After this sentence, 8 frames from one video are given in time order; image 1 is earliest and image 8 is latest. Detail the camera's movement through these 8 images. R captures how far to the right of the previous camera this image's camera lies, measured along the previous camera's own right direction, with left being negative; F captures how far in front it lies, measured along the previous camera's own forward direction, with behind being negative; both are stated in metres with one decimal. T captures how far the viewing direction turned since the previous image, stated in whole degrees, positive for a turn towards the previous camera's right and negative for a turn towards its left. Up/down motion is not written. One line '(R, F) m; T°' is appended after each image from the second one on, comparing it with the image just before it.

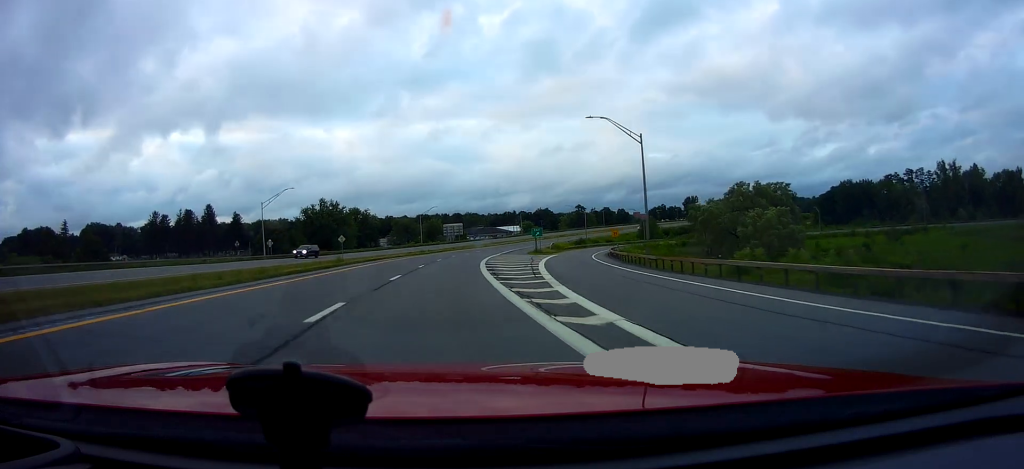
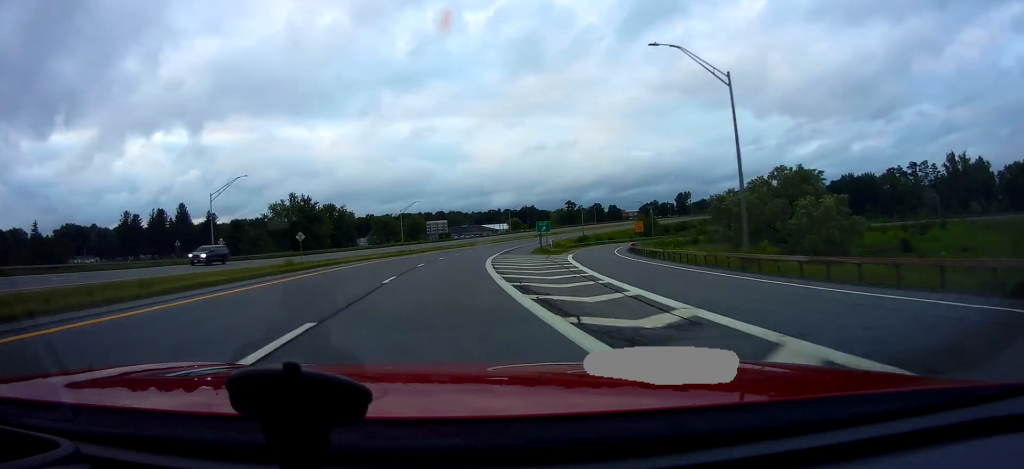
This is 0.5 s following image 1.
(+0.1, +15.2) m; +1°
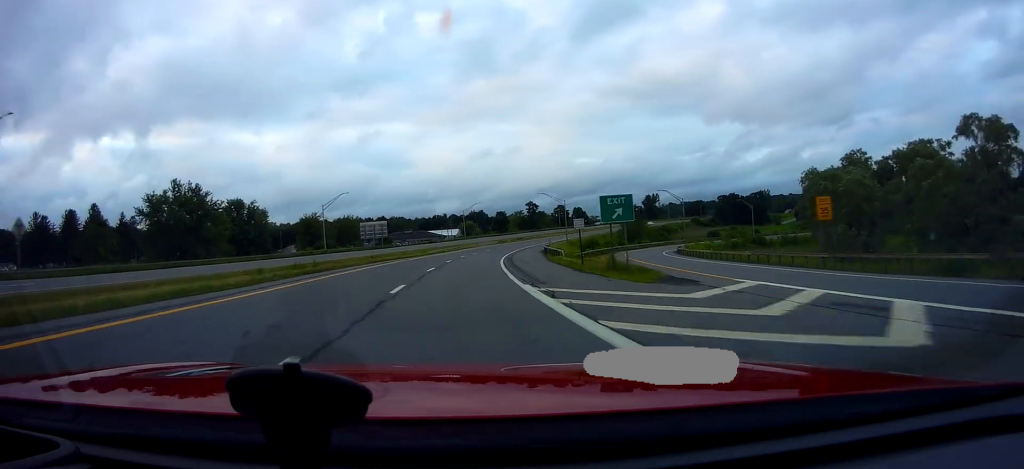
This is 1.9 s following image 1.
(+1.0, +39.0) m; +5°
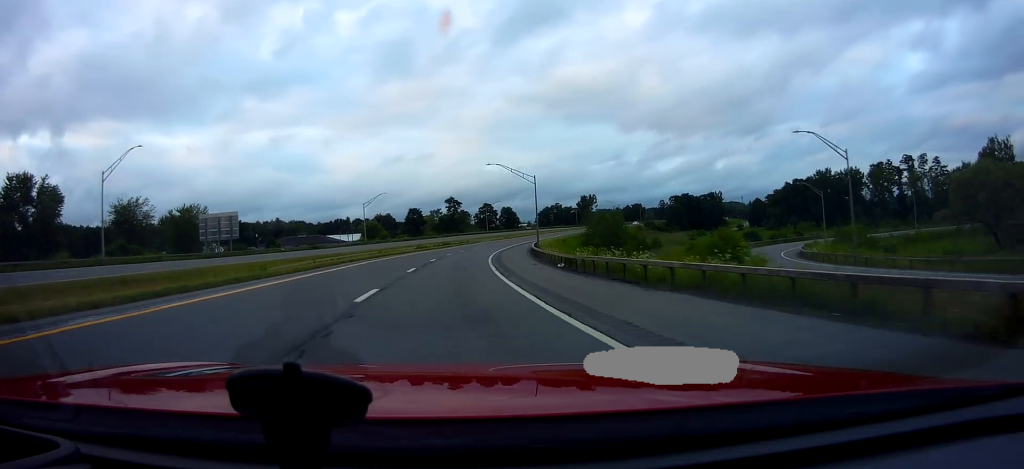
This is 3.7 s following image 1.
(+4.5, +50.9) m; +10°
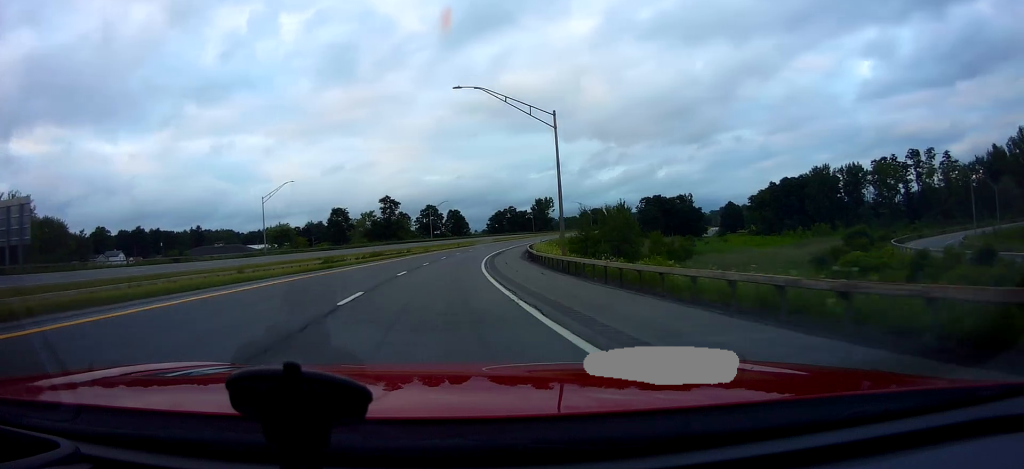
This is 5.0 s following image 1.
(+1.9, +36.6) m; +7°
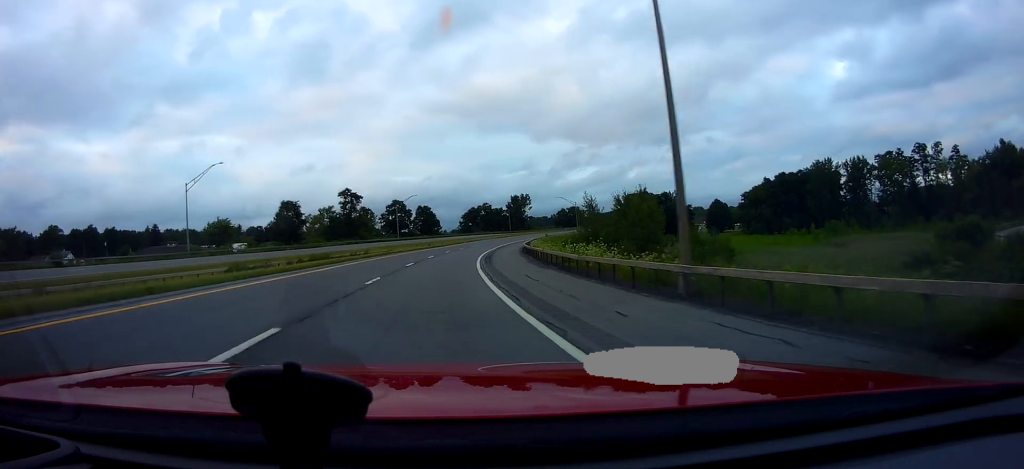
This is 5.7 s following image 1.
(+0.8, +18.7) m; +4°
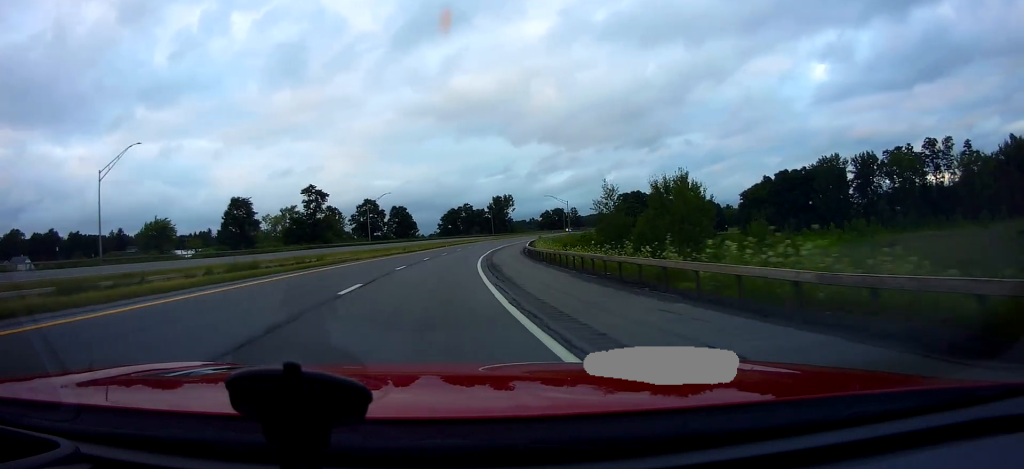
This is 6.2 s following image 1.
(+0.6, +16.0) m; +3°
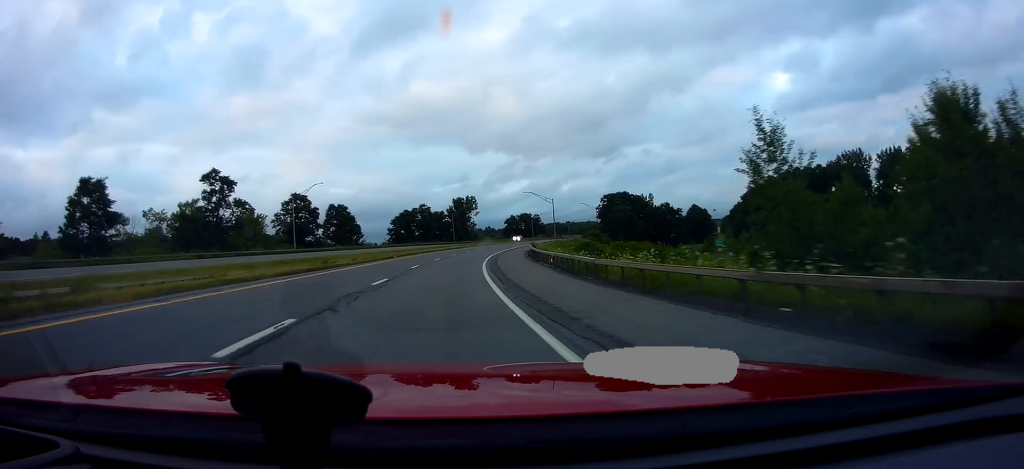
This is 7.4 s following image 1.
(+0.6, +31.7) m; +4°
